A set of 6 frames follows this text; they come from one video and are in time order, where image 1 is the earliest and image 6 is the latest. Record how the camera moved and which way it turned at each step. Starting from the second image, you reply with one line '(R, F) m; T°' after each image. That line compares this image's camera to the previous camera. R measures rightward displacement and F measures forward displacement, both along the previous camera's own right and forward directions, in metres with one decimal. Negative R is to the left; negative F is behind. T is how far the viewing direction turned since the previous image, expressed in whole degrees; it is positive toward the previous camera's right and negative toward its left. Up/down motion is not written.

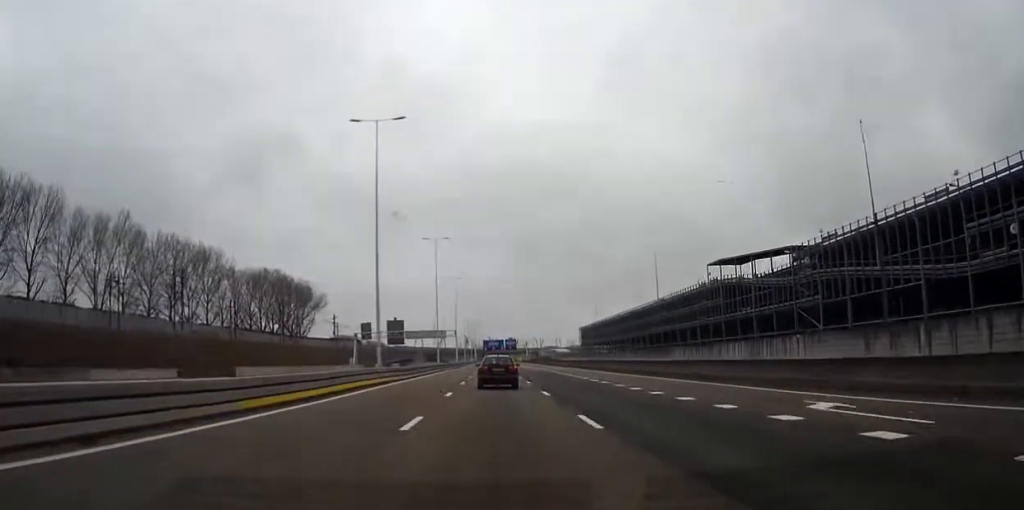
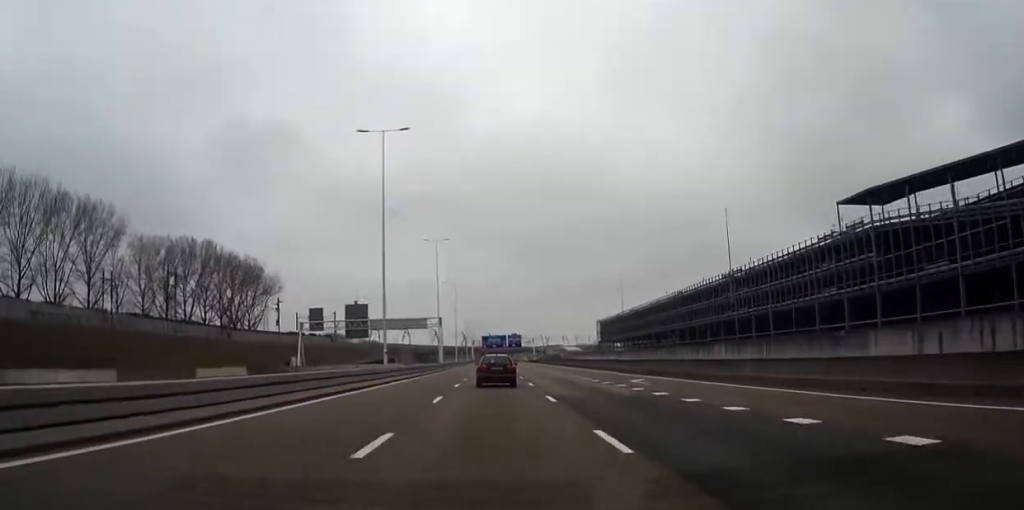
(0.0, +51.9) m; 0°
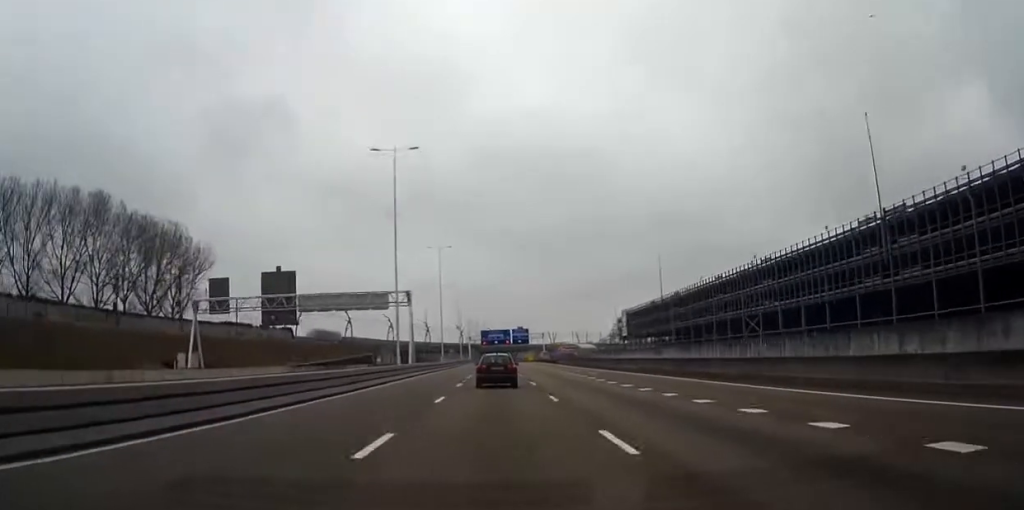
(0.0, +47.0) m; 0°
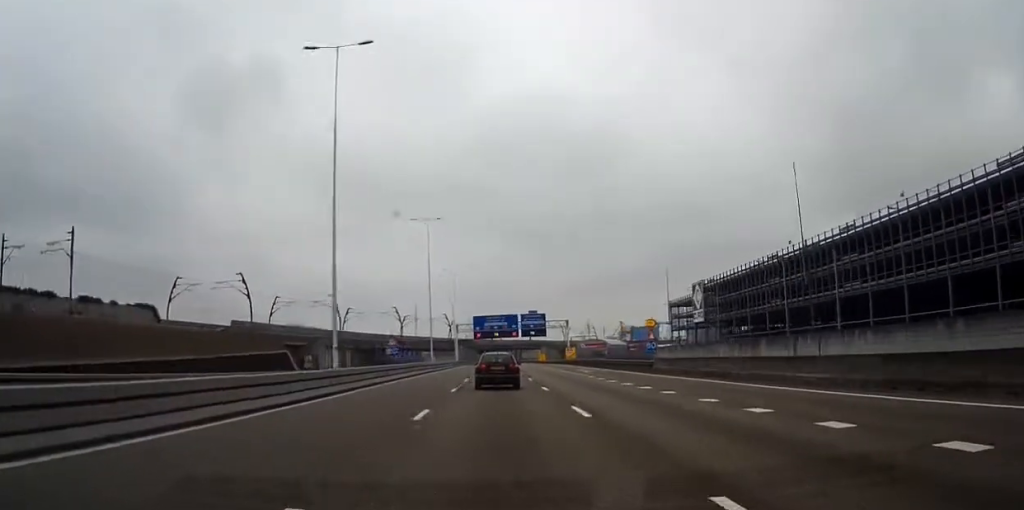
(0.0, +78.3) m; 0°
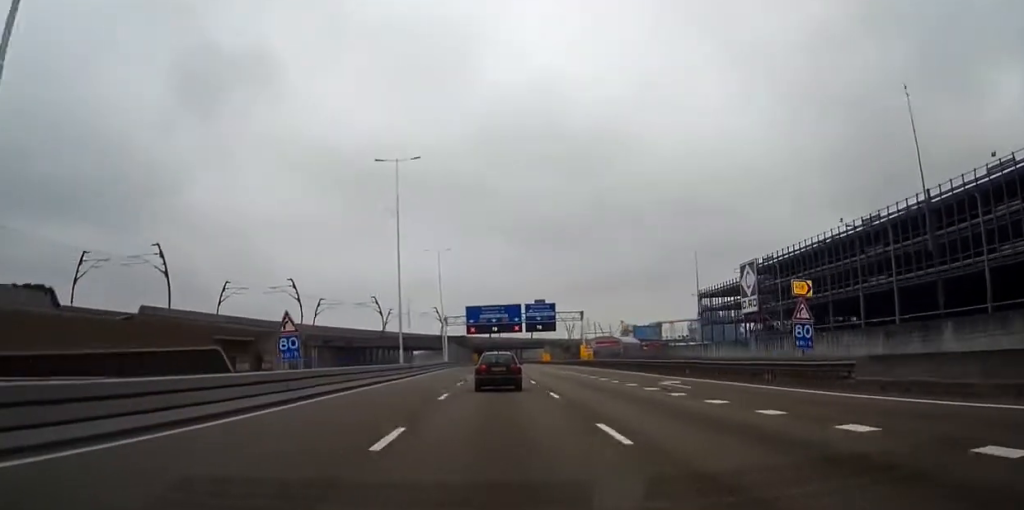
(0.0, +28.6) m; 0°
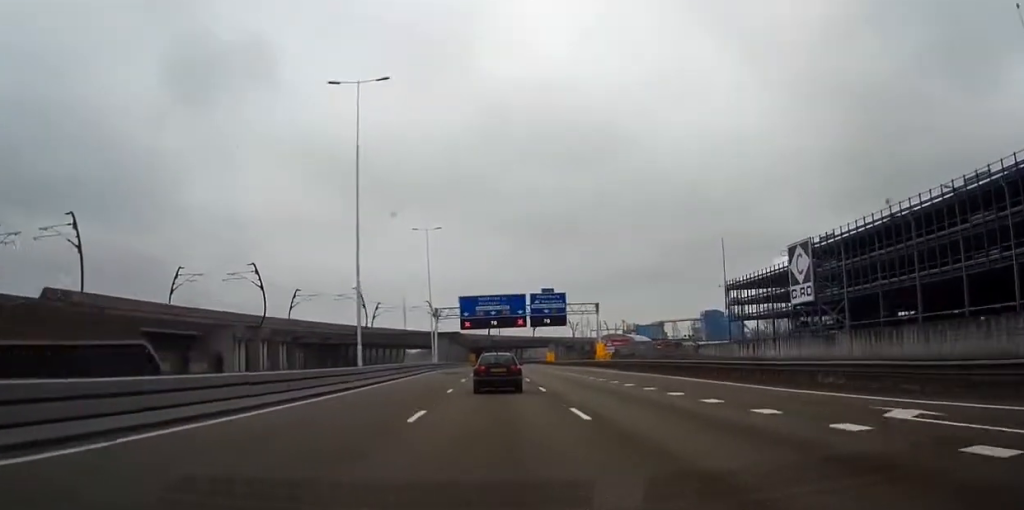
(0.0, +19.4) m; 0°
